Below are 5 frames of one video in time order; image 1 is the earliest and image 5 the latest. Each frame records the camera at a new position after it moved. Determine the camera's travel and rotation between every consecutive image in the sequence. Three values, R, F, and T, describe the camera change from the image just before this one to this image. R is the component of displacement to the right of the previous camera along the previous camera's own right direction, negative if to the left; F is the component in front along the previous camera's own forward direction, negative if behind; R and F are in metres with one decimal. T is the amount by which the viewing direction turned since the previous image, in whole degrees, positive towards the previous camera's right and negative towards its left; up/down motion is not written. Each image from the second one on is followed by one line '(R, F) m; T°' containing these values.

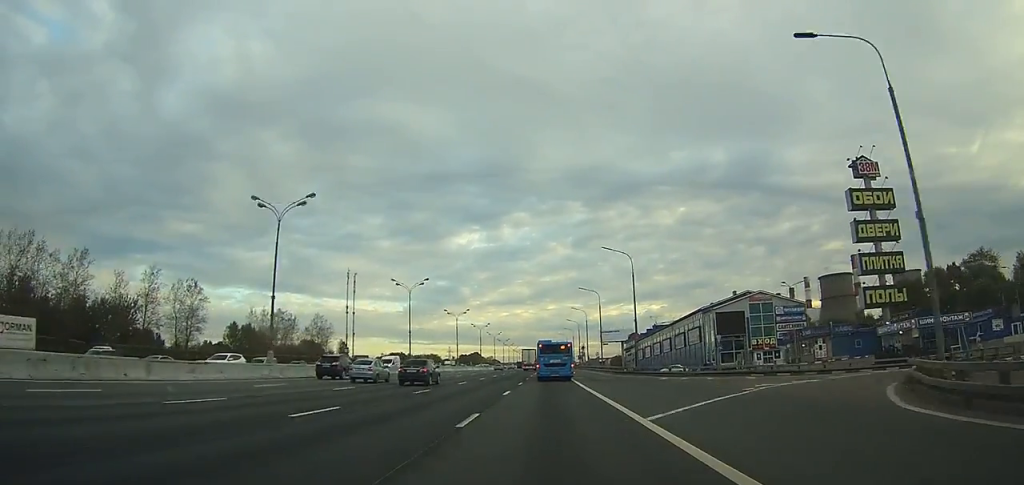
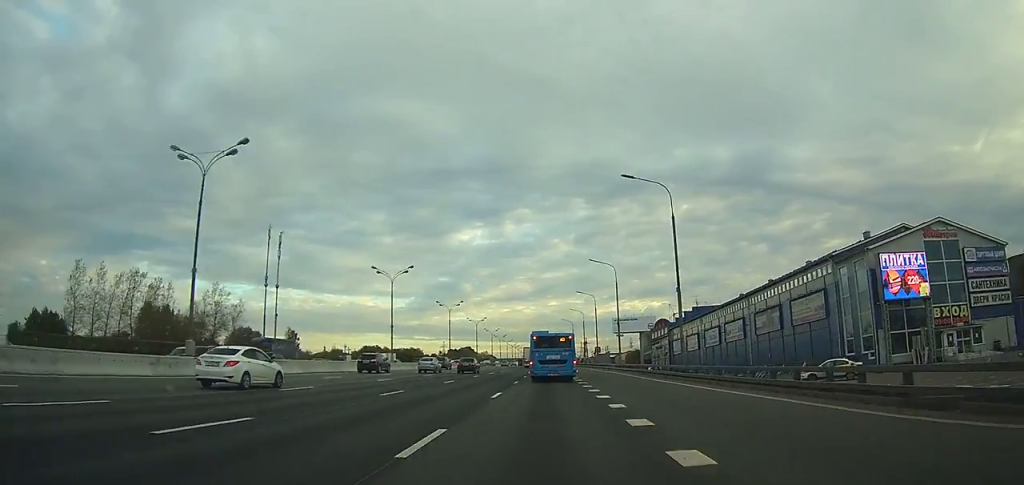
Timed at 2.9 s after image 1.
(-0.2, +51.9) m; 0°
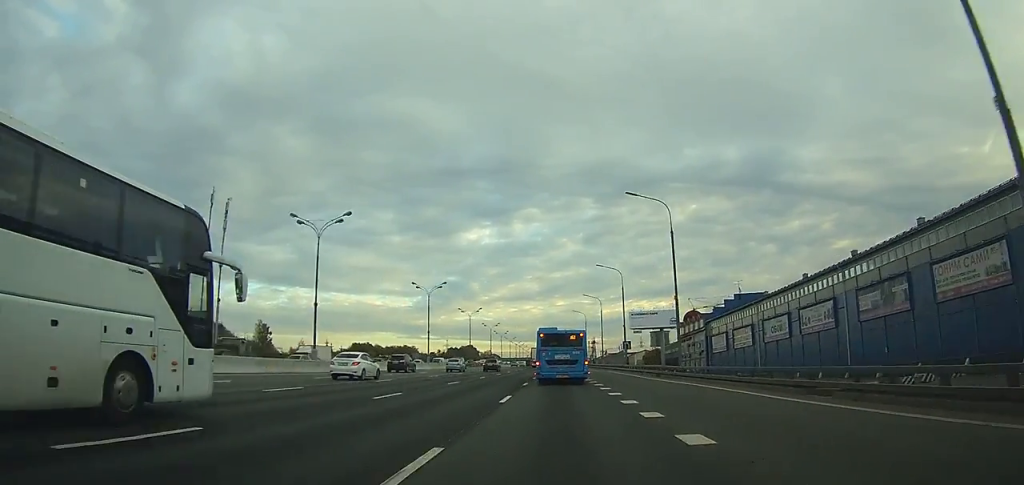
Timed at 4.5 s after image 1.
(0.0, +26.4) m; 0°
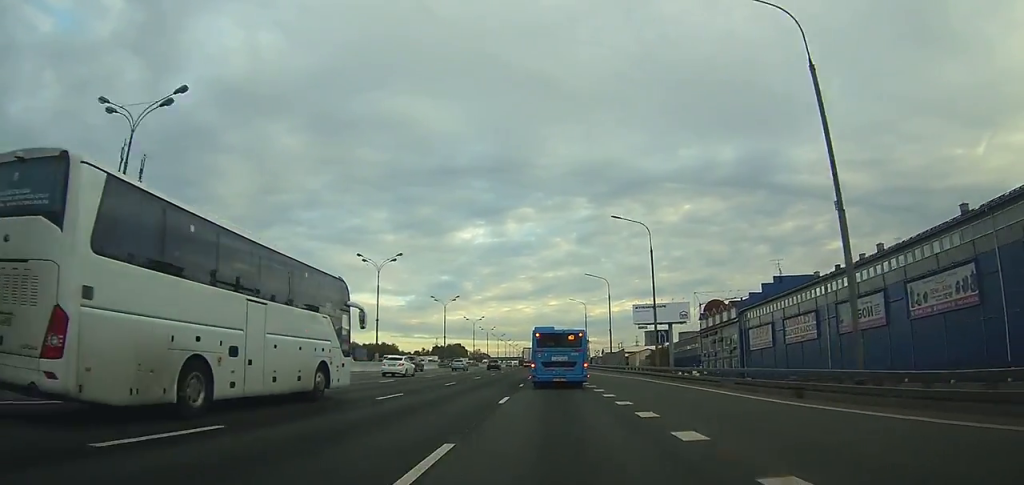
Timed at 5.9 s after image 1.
(0.0, +23.8) m; 0°
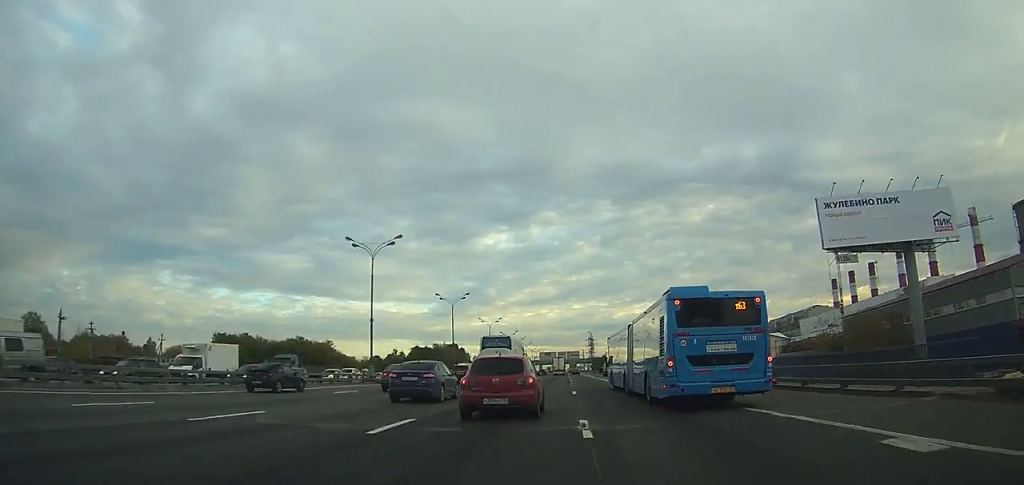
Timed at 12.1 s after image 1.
(-1.7, +105.9) m; -2°
